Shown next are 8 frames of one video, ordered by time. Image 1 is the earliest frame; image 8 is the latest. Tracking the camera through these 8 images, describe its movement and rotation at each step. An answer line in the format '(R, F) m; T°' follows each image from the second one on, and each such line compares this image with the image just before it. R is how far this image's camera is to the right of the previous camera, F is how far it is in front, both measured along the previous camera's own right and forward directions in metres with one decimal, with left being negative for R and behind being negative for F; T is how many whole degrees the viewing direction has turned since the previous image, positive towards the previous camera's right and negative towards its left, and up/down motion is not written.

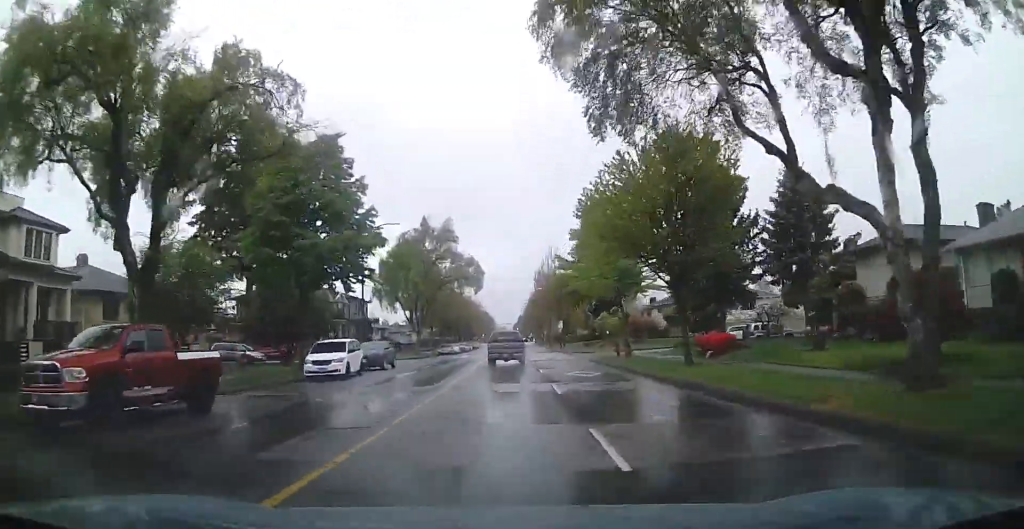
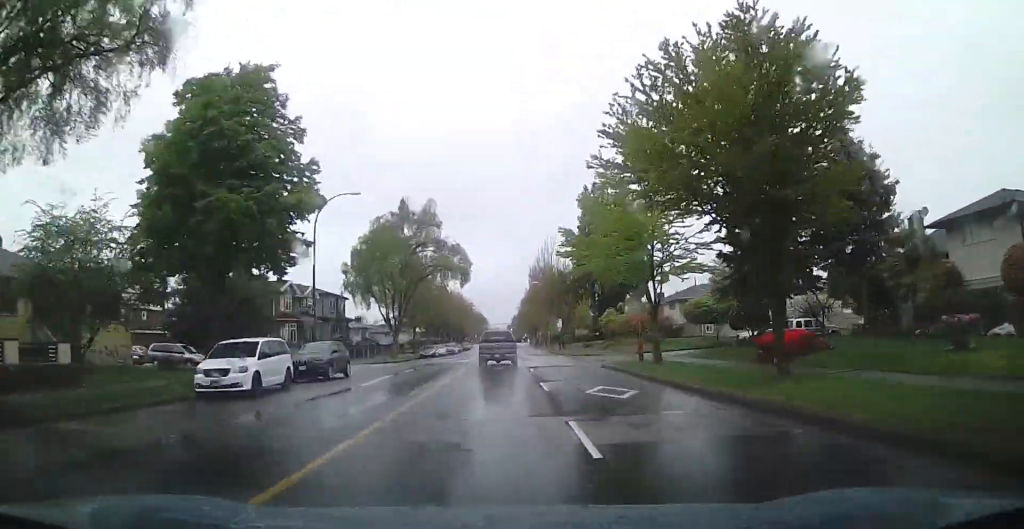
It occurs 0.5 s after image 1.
(-0.4, +8.5) m; +1°
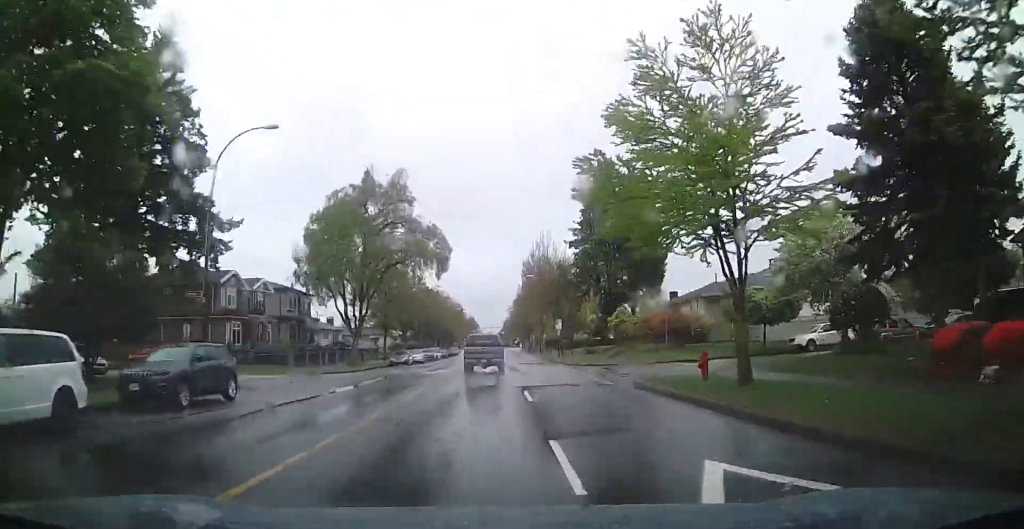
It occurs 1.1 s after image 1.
(+0.4, +10.5) m; +2°
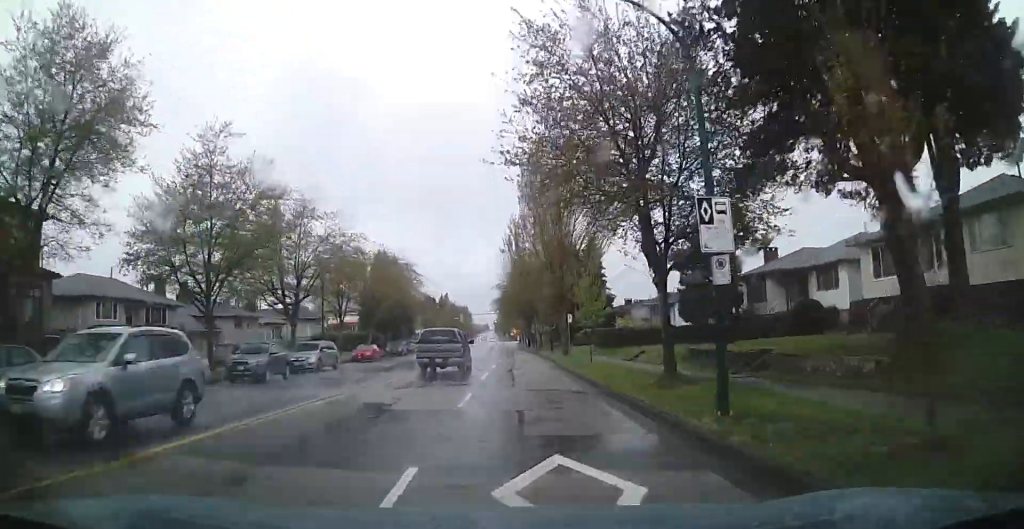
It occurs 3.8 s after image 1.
(+1.4, +42.7) m; 0°
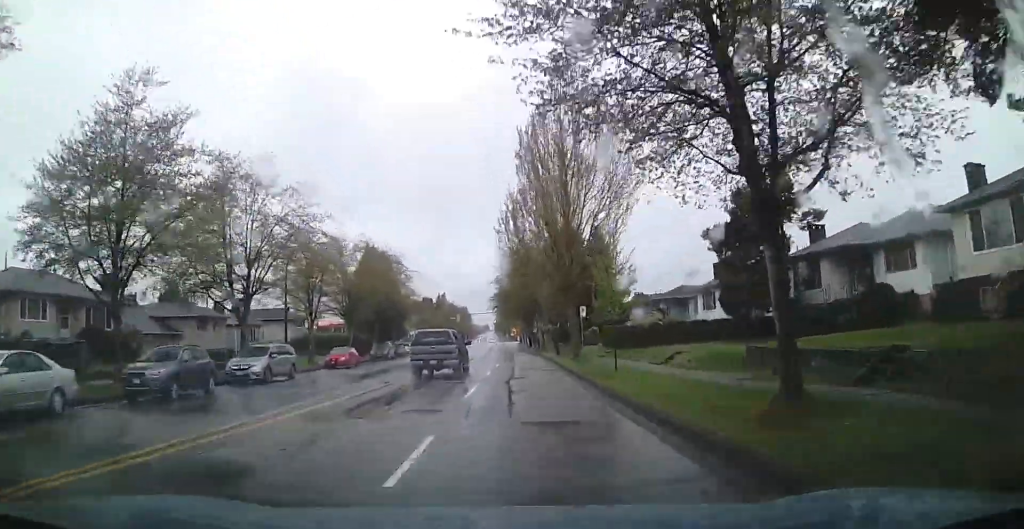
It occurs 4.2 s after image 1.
(-0.2, +6.9) m; -1°
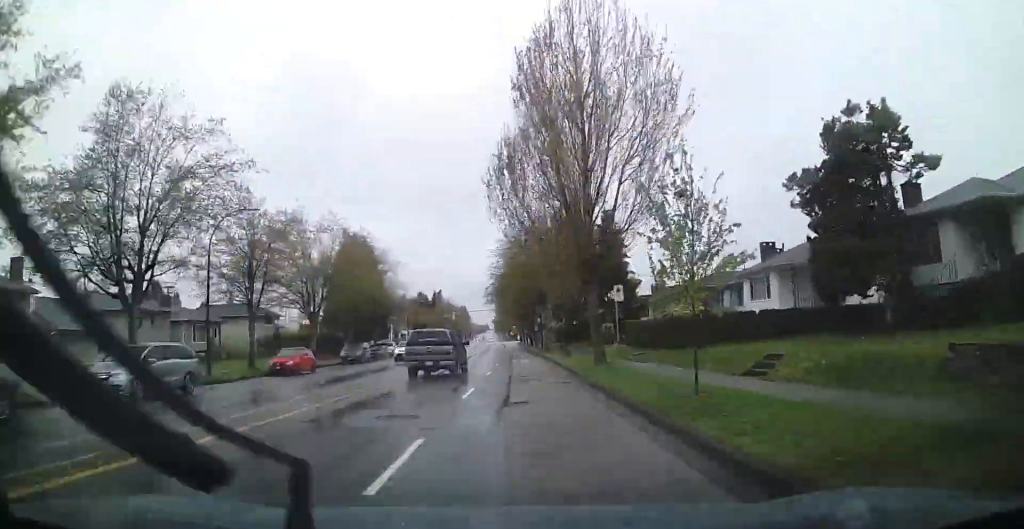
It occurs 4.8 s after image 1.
(-0.2, +9.6) m; -1°
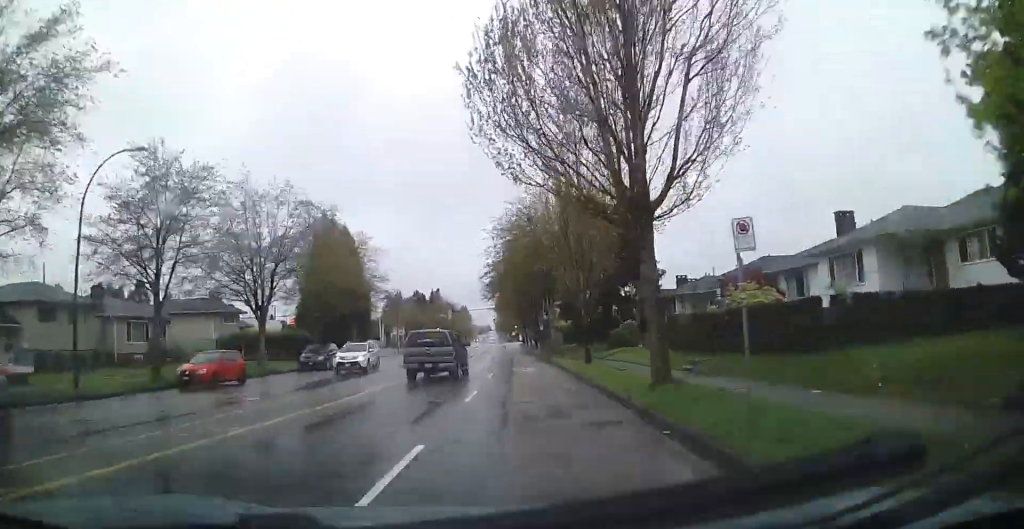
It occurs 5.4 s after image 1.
(0.0, +9.6) m; 0°
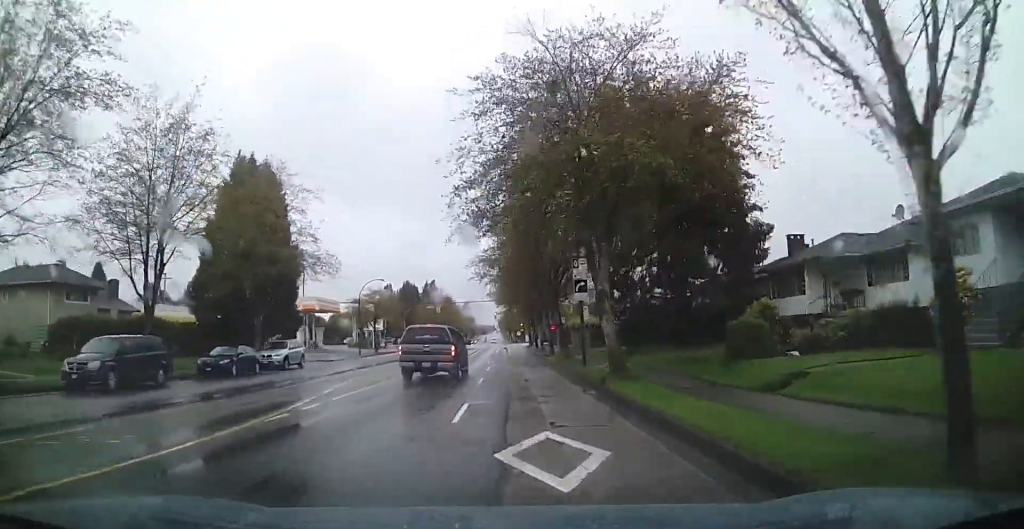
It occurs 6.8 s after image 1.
(0.0, +22.7) m; 0°
